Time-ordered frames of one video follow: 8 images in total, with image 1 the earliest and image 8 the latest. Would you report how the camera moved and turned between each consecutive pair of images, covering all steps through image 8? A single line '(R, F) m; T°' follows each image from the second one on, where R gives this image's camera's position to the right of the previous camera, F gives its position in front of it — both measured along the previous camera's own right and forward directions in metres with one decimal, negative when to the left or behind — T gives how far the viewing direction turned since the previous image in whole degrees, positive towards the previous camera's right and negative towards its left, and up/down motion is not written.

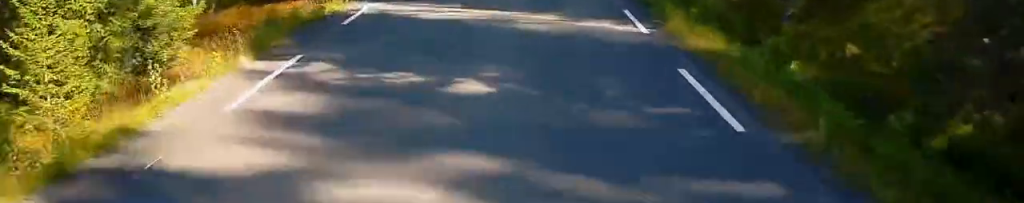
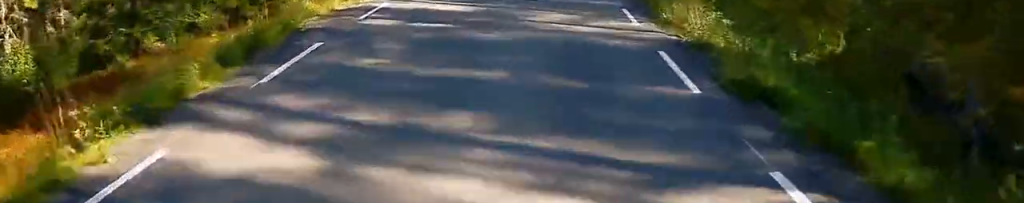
(+0.2, +16.2) m; +1°
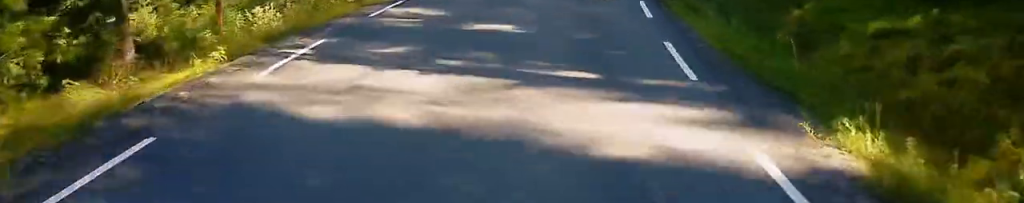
(+0.3, +23.6) m; +2°
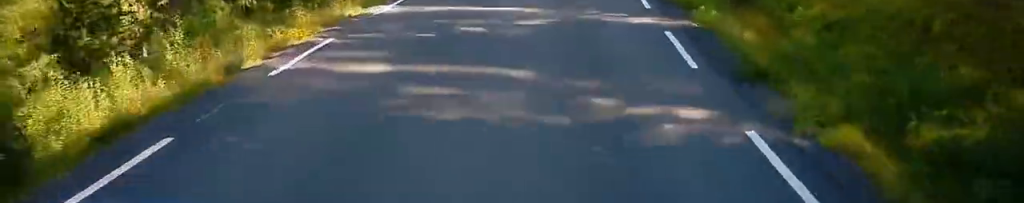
(+0.8, +23.4) m; +4°
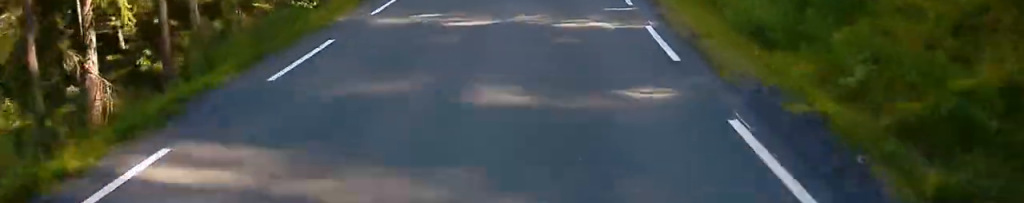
(+0.9, +23.6) m; +5°
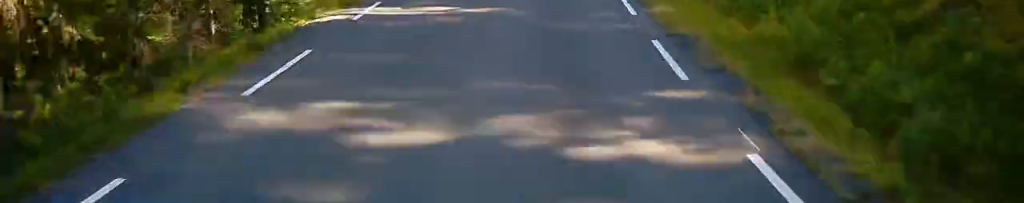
(0.0, +7.0) m; +2°
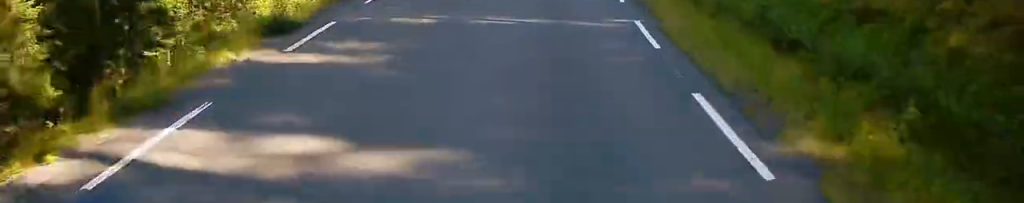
(+0.3, +9.6) m; +2°
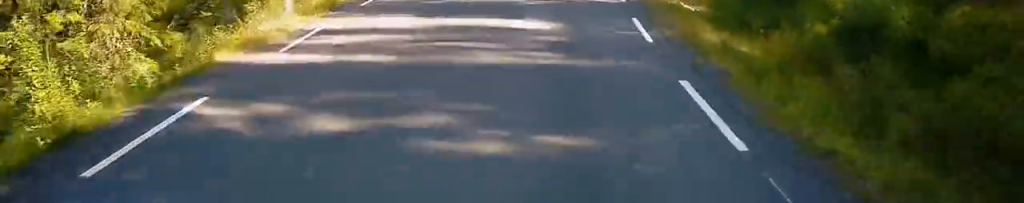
(+0.4, +11.3) m; +2°
